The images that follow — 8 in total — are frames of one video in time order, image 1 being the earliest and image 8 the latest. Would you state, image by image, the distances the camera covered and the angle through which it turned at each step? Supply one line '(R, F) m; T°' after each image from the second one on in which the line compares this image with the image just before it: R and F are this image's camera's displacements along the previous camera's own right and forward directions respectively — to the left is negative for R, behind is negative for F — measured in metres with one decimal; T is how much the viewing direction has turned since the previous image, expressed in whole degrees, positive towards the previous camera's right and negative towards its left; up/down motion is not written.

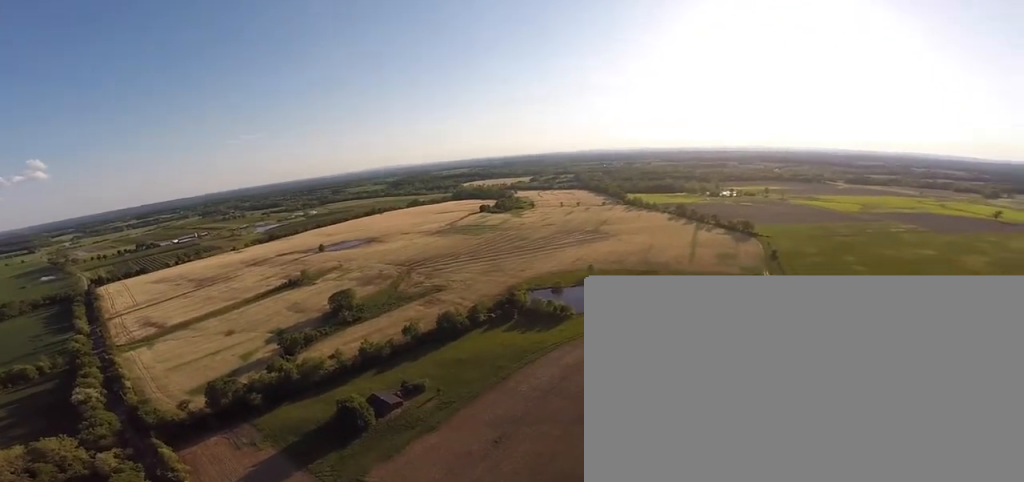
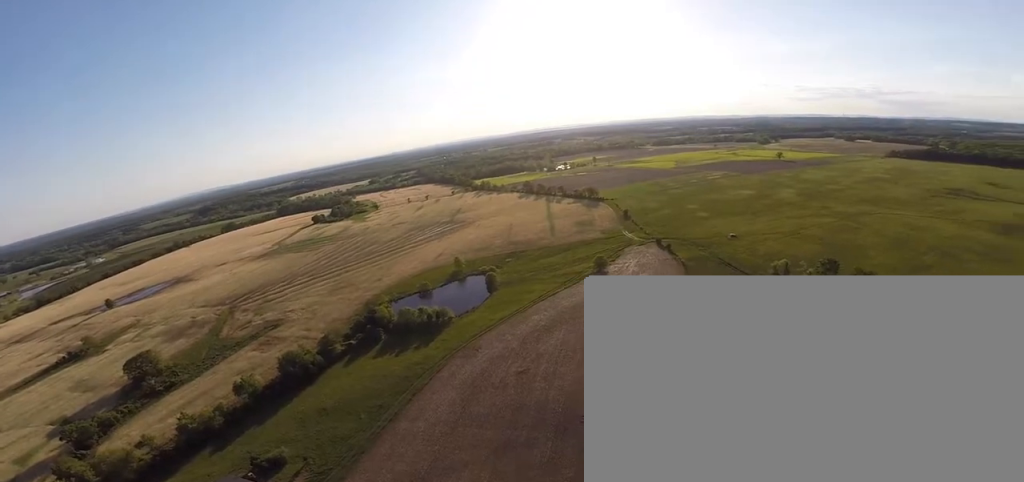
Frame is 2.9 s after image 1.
(+7.8, +32.8) m; +30°
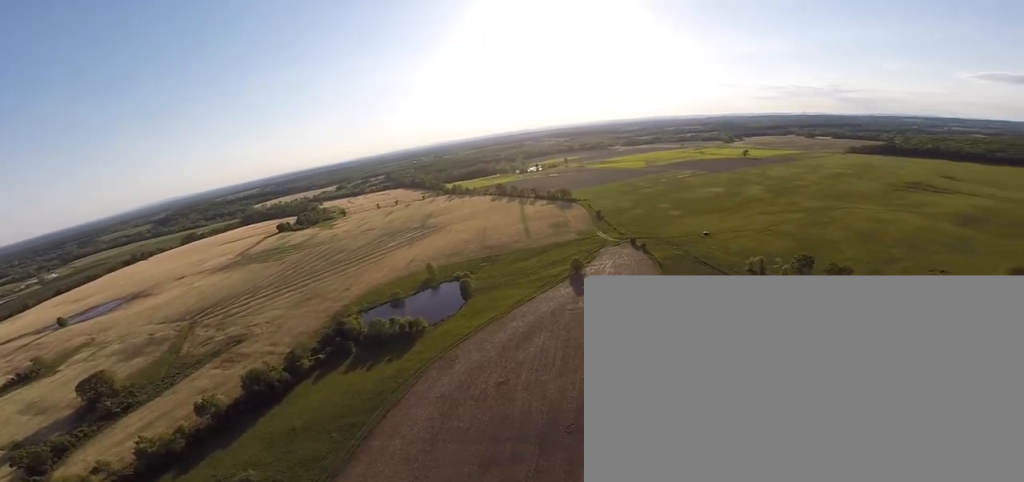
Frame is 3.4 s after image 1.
(+1.0, +5.9) m; +6°
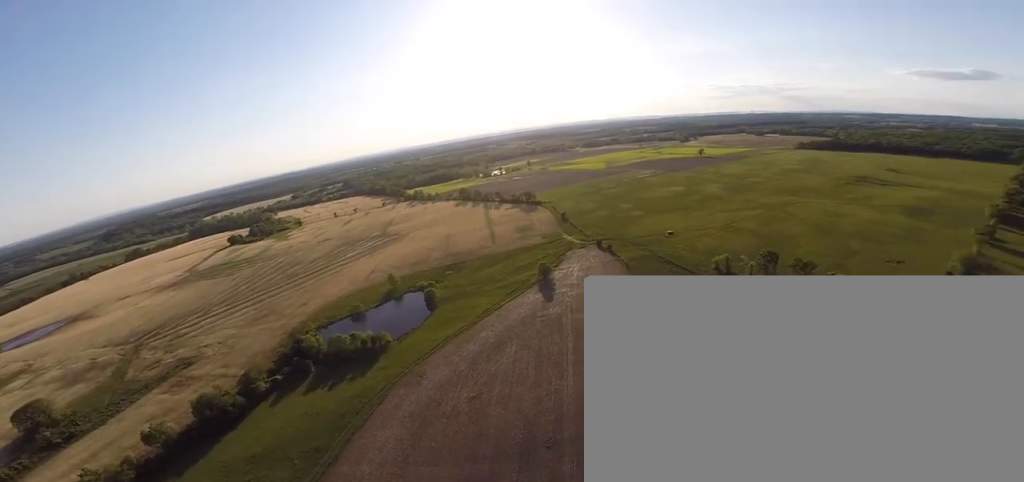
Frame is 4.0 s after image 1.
(+0.4, +6.7) m; +6°
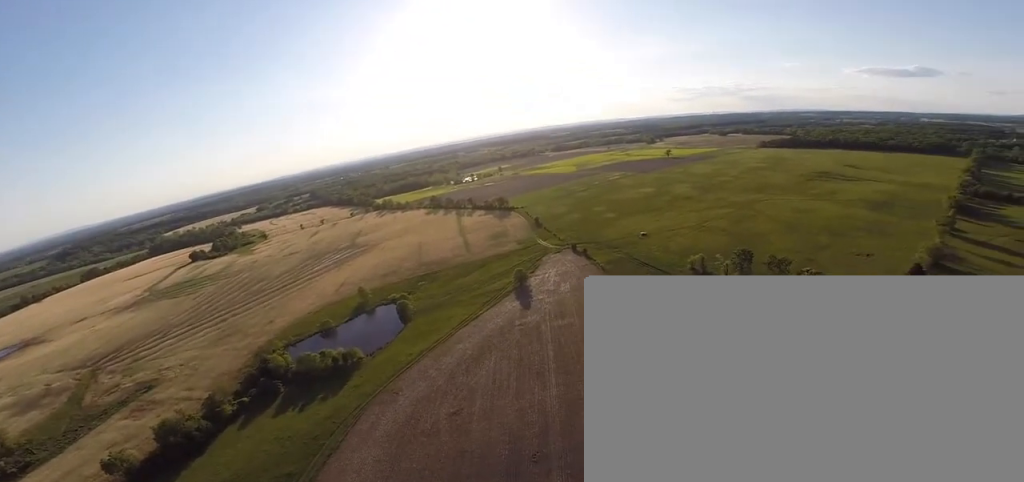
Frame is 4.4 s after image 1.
(-0.3, +5.4) m; +5°
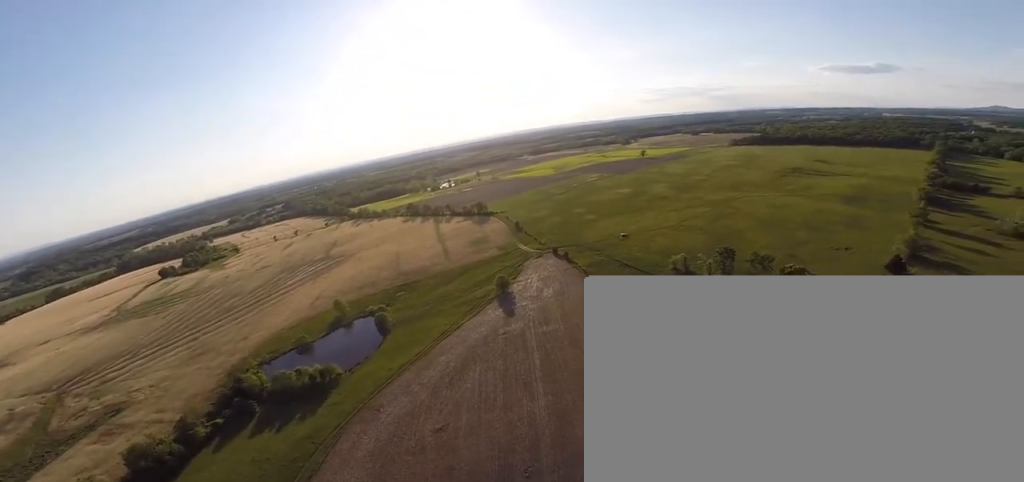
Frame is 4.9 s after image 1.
(+0.3, +5.2) m; +7°
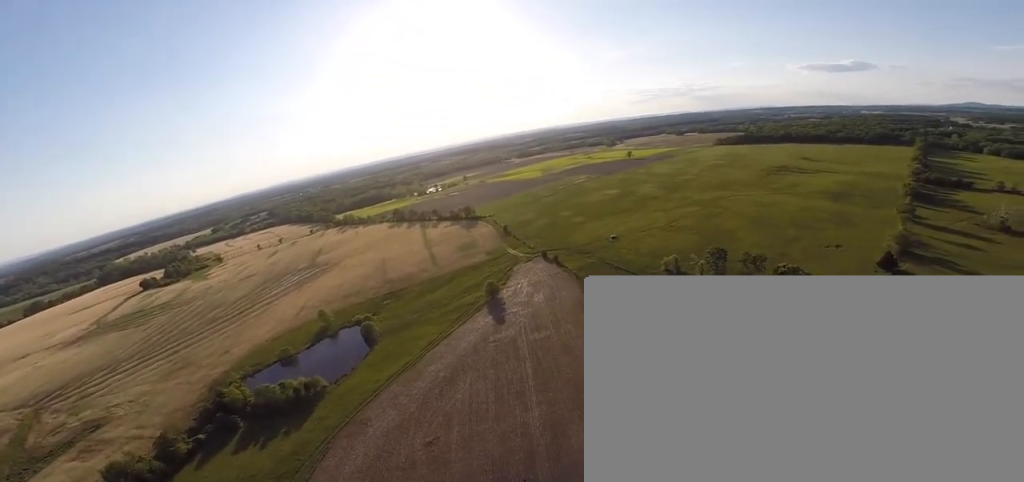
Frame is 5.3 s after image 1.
(+0.4, +4.6) m; +7°
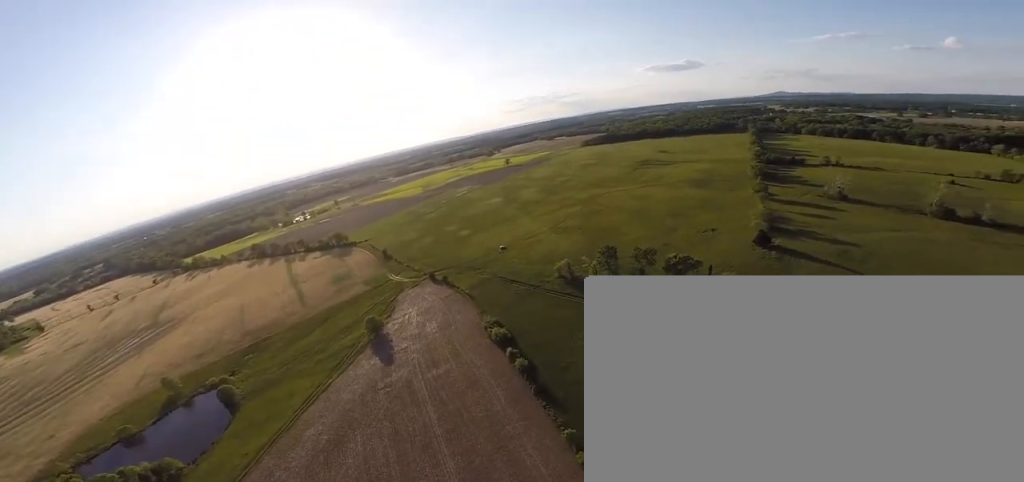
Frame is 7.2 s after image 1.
(+4.9, +18.0) m; +26°
